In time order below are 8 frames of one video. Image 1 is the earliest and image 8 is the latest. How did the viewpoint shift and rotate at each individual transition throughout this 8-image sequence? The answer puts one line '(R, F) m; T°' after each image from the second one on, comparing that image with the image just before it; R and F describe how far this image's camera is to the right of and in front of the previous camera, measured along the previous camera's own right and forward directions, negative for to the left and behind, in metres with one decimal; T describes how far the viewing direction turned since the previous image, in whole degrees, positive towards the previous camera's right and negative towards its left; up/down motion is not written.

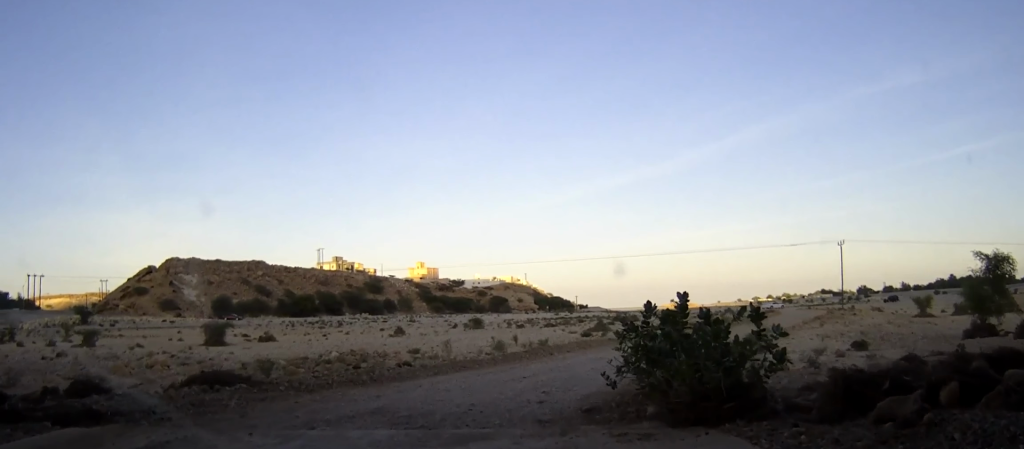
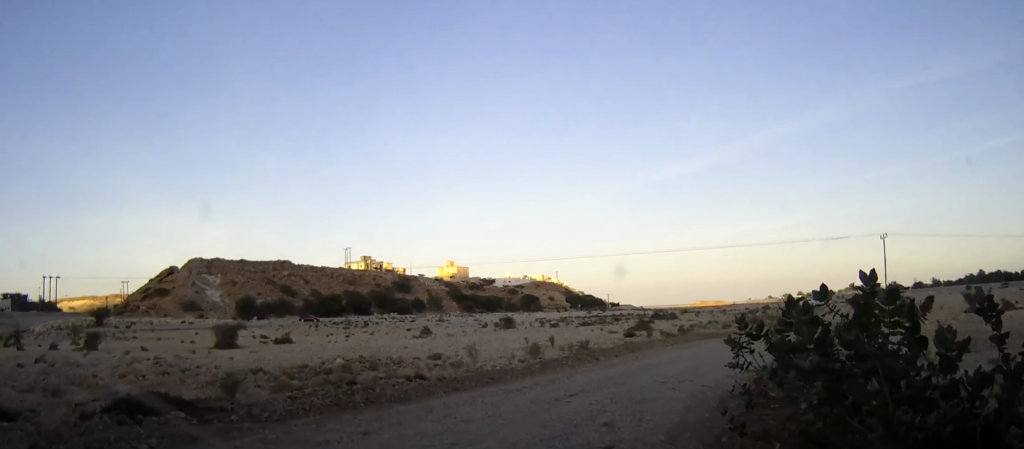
(+0.3, +3.0) m; +7°
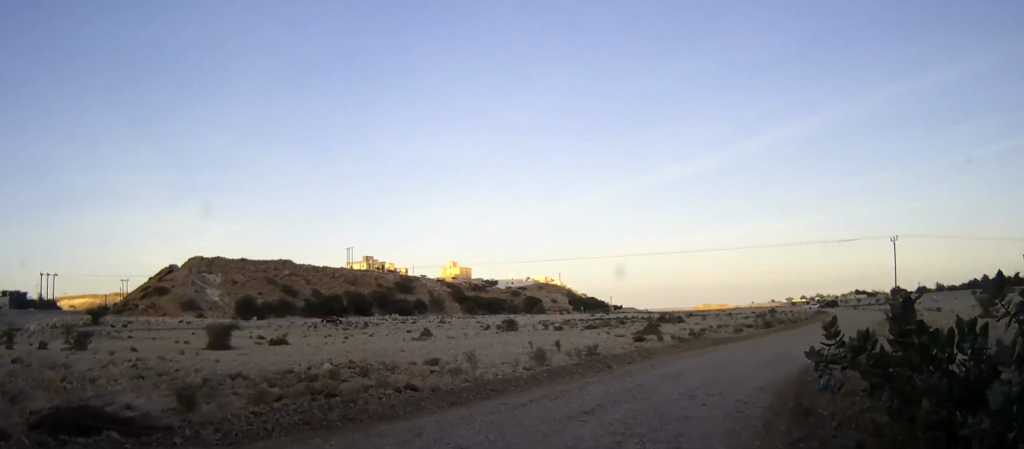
(0.0, +1.8) m; 0°
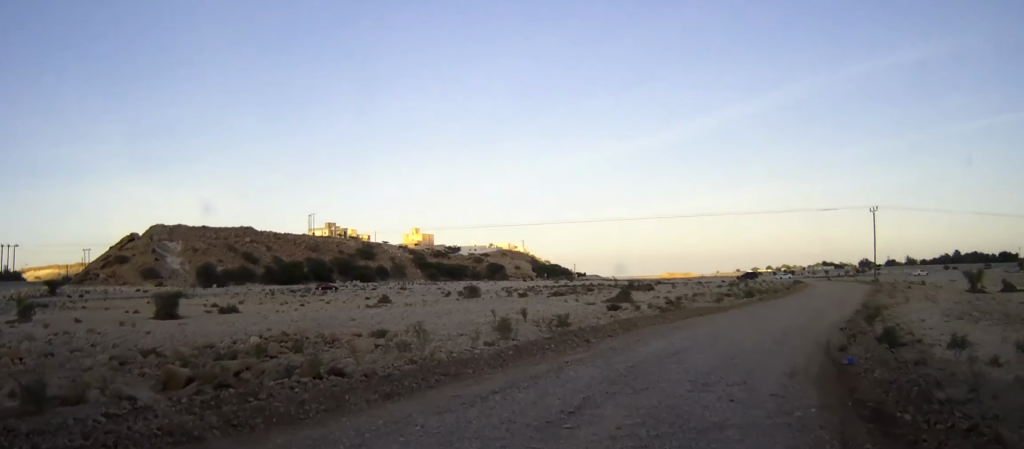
(0.0, +3.4) m; +3°
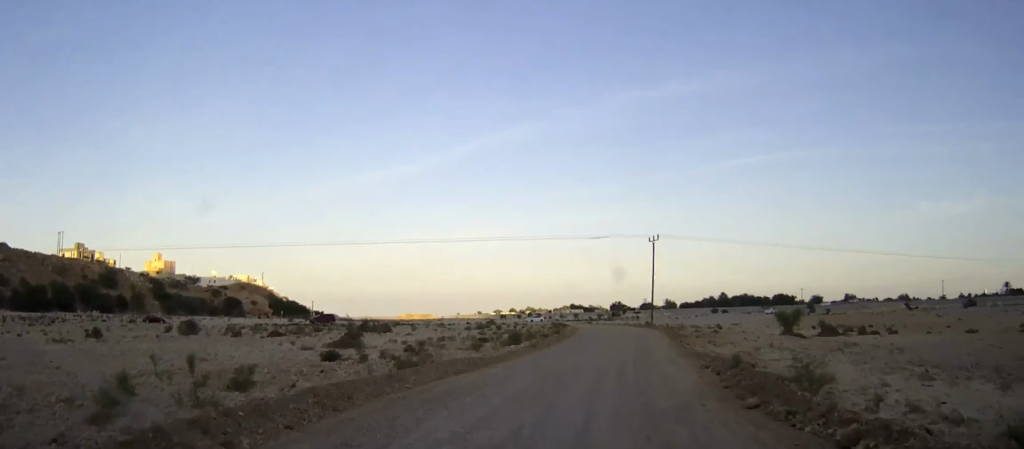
(+1.4, +10.1) m; +18°
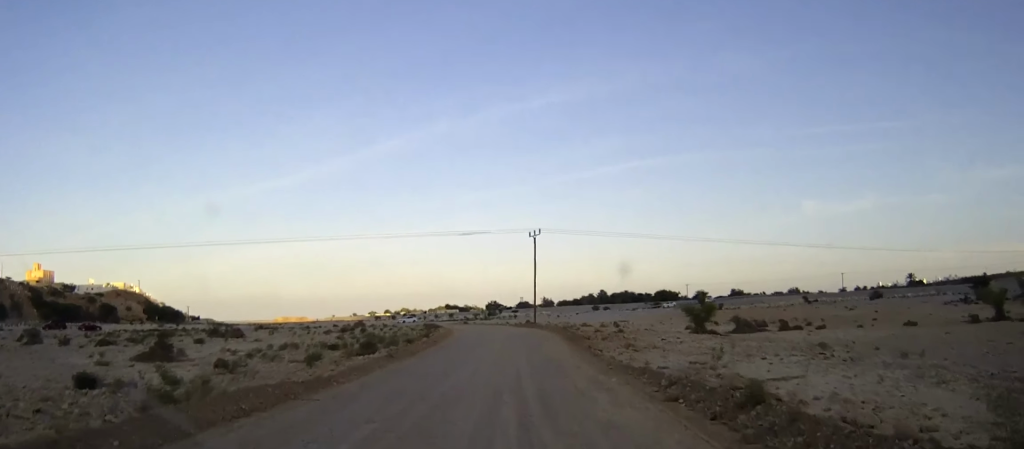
(+0.9, +8.9) m; +9°
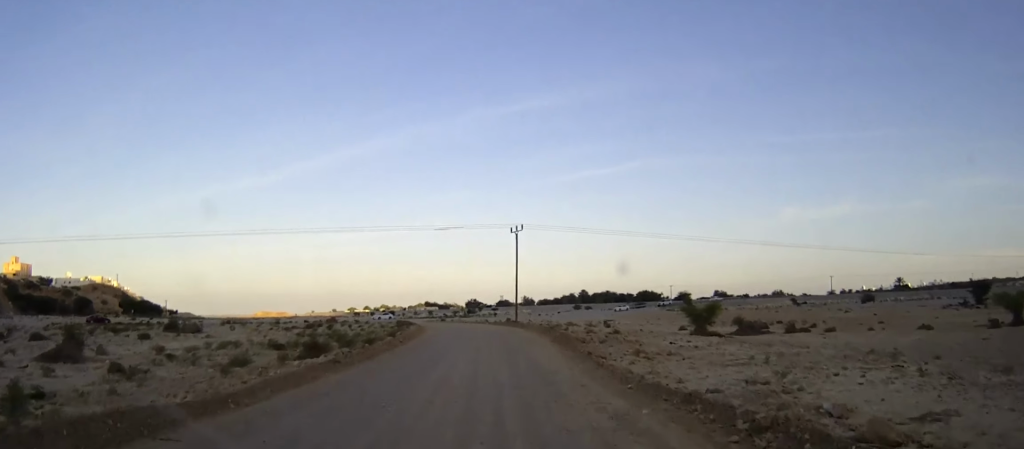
(+0.2, +5.4) m; +3°
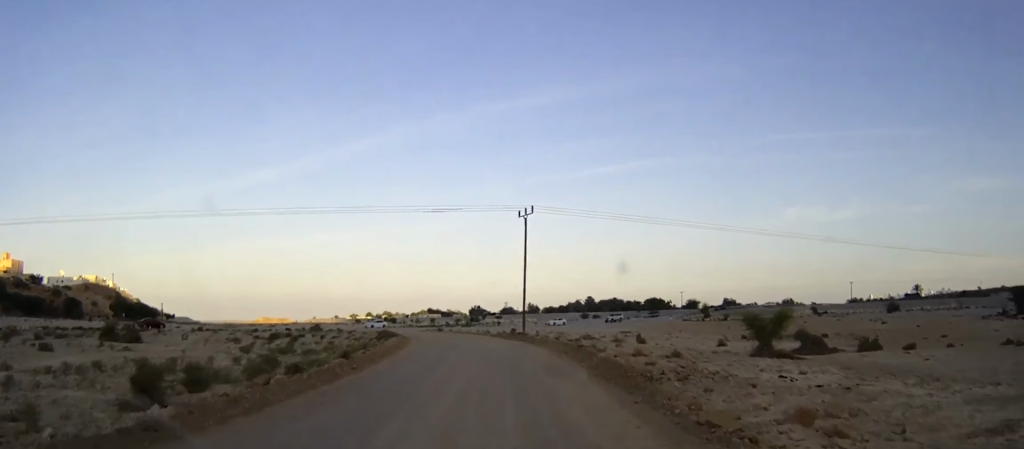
(+0.1, +11.3) m; 0°
